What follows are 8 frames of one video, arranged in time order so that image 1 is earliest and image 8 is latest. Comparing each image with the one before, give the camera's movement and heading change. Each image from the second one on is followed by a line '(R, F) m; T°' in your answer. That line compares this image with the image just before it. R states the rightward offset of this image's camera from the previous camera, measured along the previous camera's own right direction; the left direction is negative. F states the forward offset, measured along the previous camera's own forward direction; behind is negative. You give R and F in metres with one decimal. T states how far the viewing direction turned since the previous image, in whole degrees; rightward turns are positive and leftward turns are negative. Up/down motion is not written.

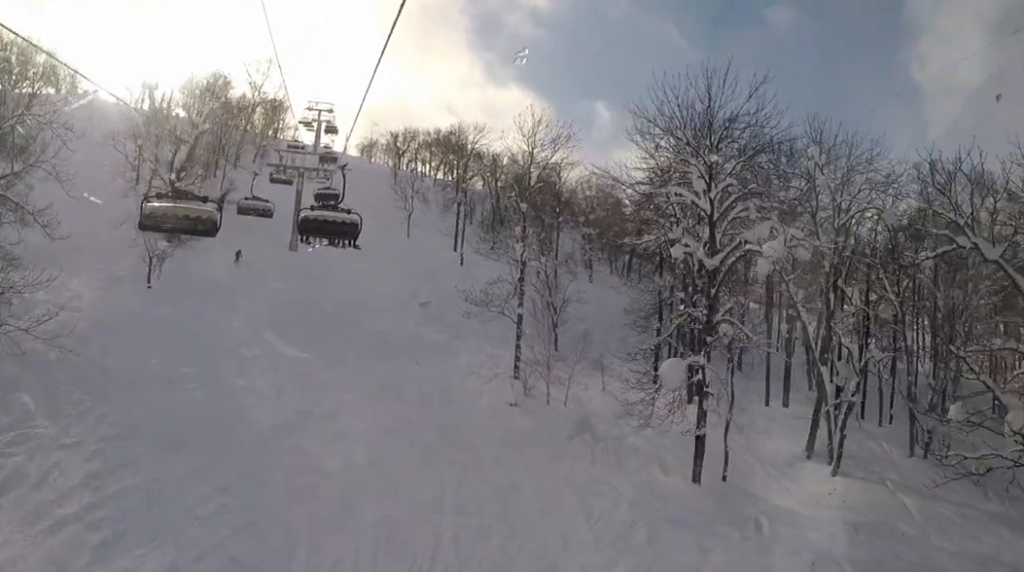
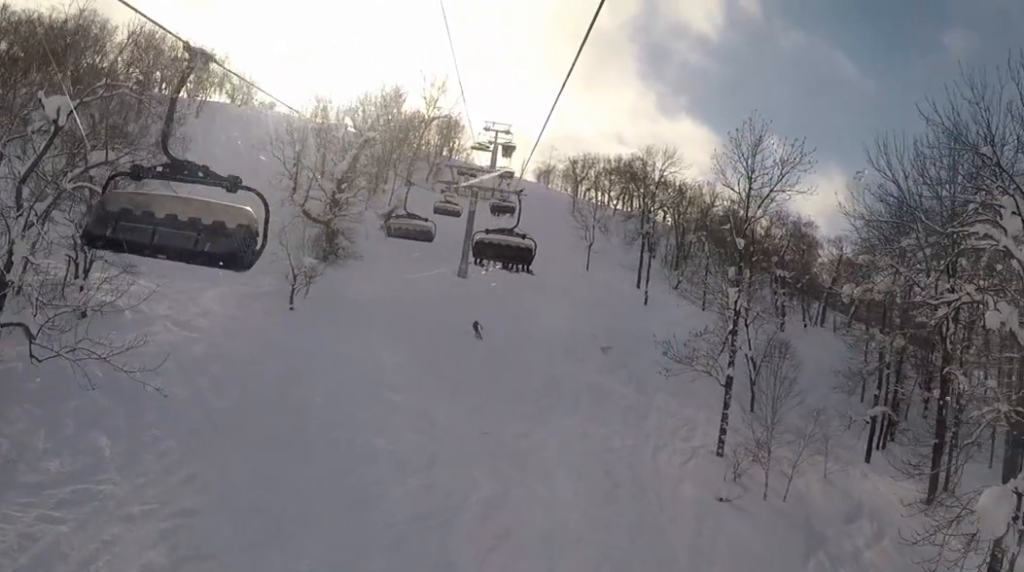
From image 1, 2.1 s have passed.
(-1.4, +7.8) m; -23°
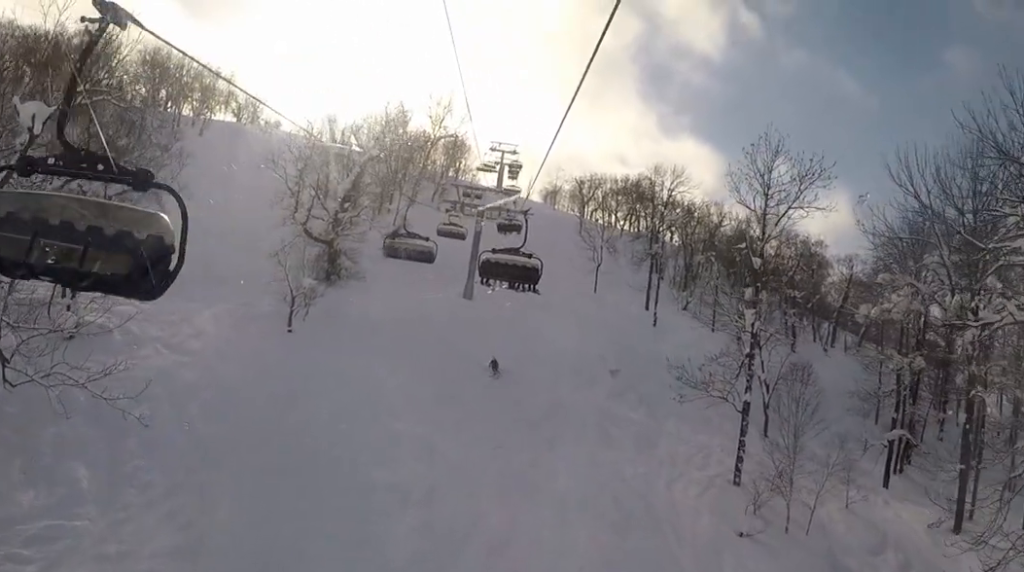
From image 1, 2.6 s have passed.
(-0.1, +1.8) m; +4°
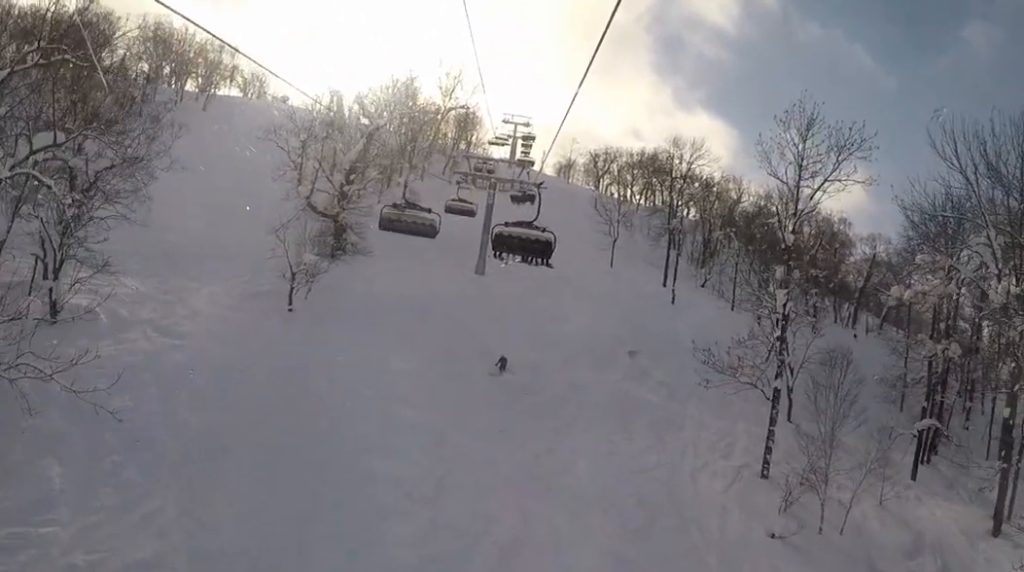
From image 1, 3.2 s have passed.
(+0.3, +2.7) m; +1°
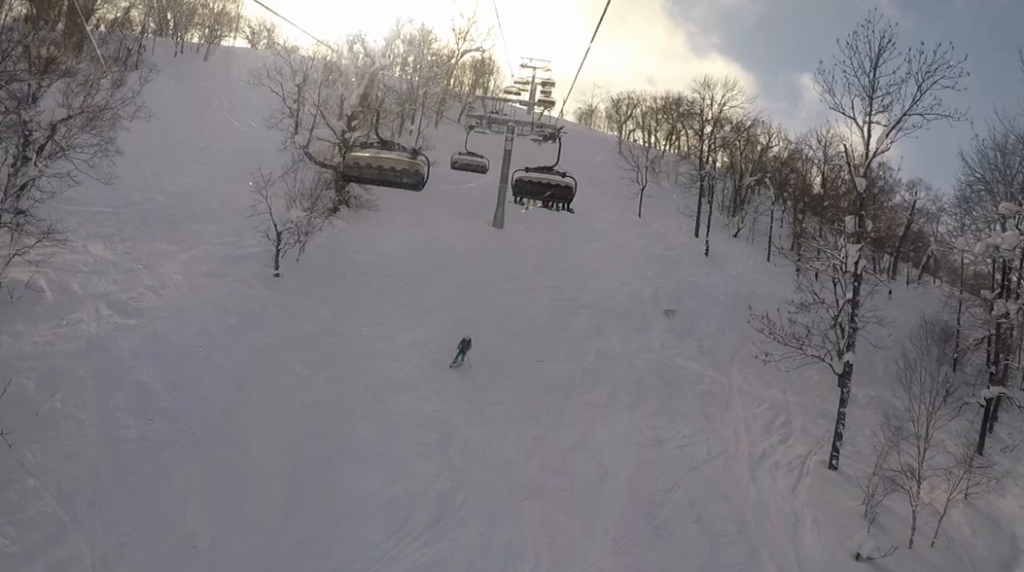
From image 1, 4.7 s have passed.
(-0.3, +6.3) m; 0°
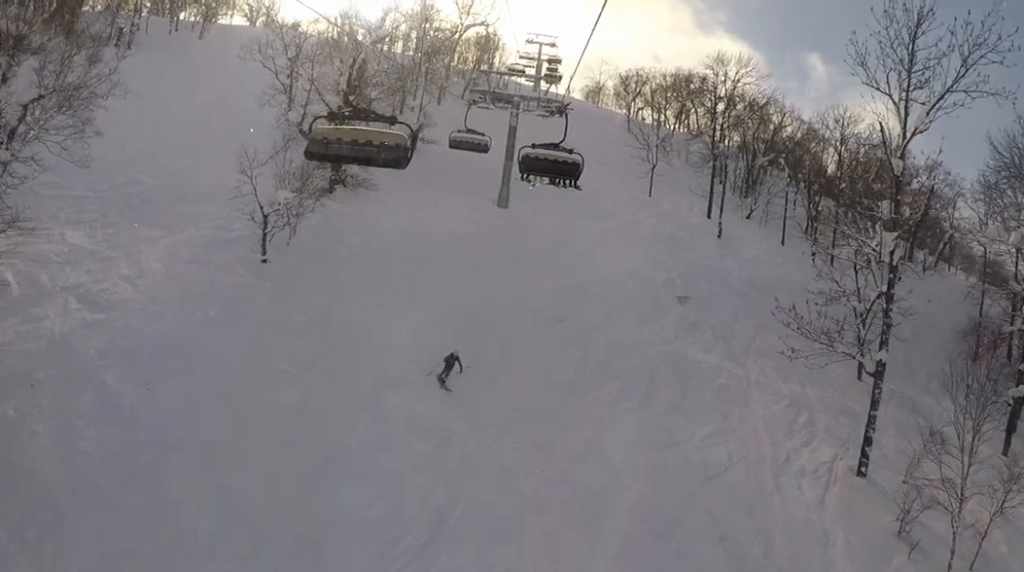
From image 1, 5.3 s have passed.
(+0.3, +2.6) m; +9°
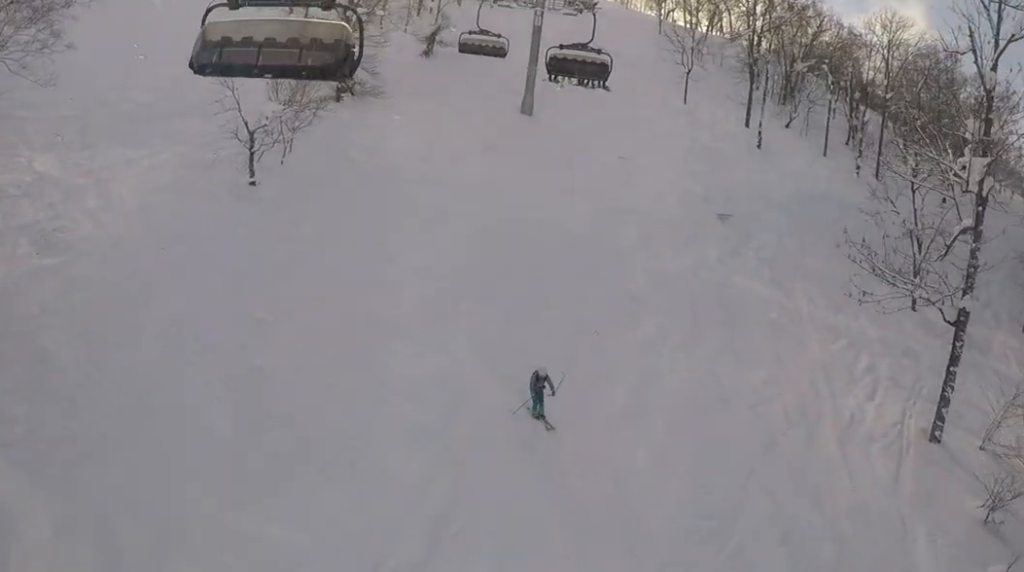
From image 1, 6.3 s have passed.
(+0.6, +4.1) m; +2°
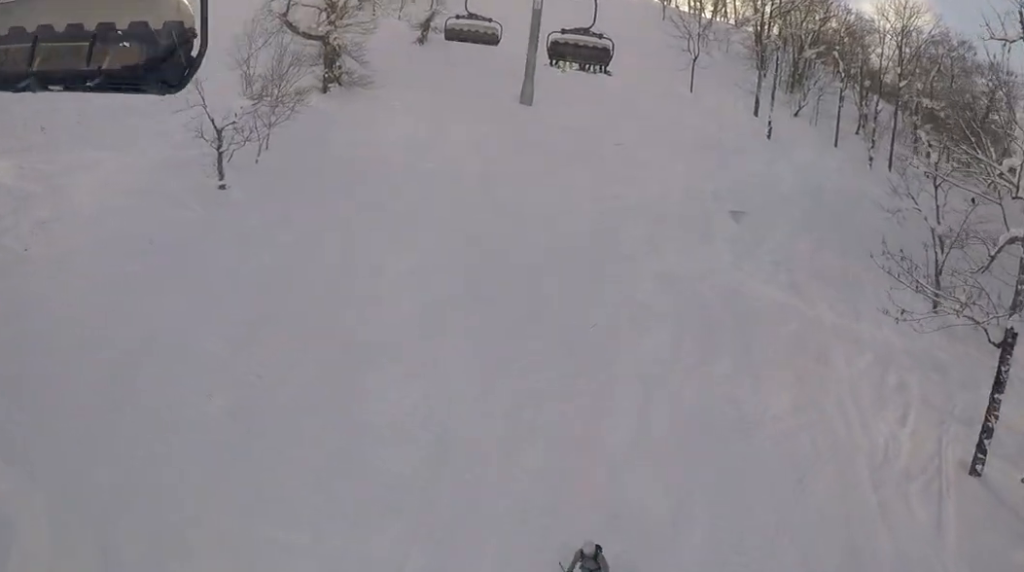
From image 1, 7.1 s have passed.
(-0.1, +2.7) m; -6°
